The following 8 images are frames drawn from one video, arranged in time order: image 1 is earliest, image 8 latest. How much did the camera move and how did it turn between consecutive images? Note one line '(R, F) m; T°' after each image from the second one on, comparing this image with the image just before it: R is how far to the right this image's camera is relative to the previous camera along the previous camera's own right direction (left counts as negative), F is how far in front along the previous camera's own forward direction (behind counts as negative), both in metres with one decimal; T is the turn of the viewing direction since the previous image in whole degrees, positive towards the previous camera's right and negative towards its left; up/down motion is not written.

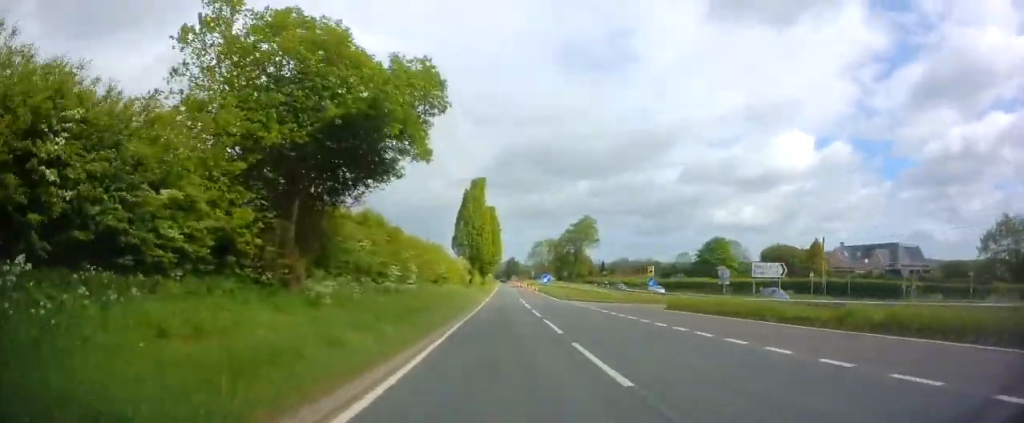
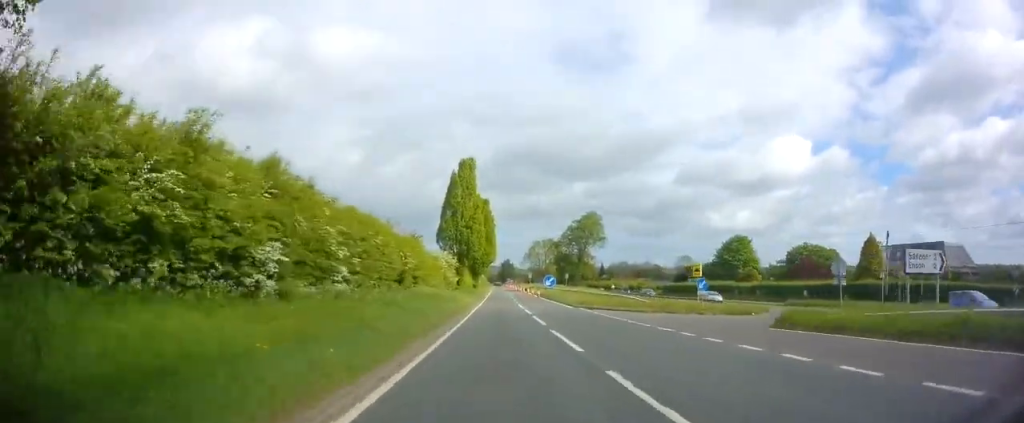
(0.0, +13.2) m; +1°
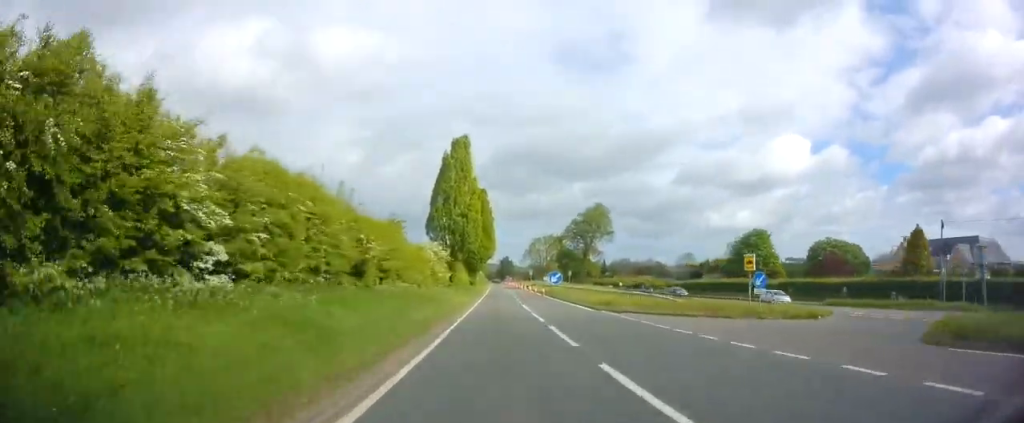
(0.0, +8.3) m; 0°
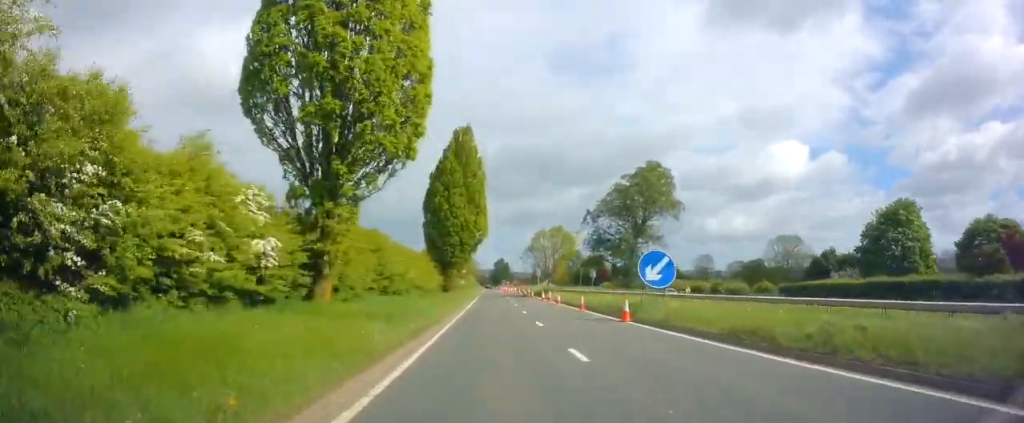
(0.0, +39.8) m; 0°
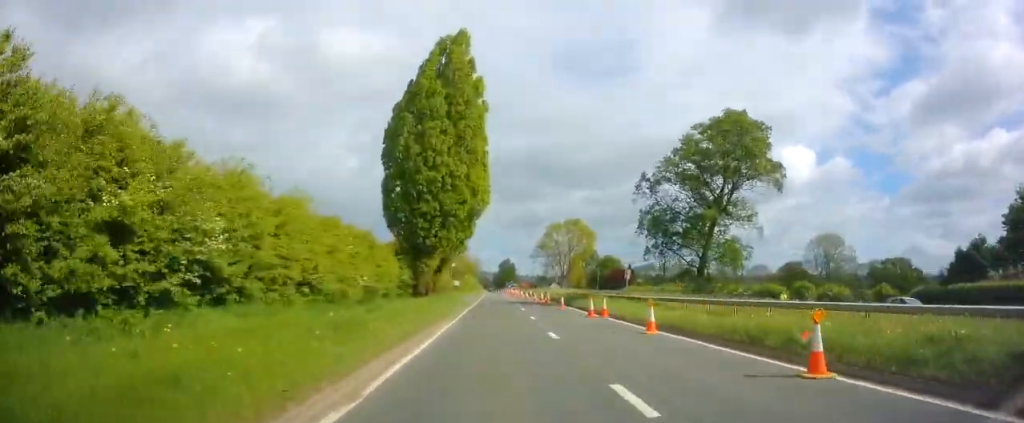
(+0.3, +21.9) m; +1°
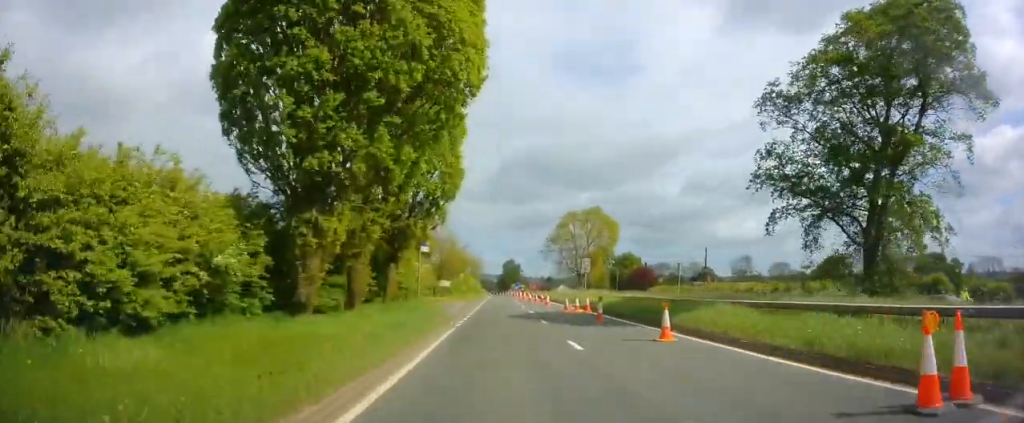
(-0.1, +20.1) m; -1°
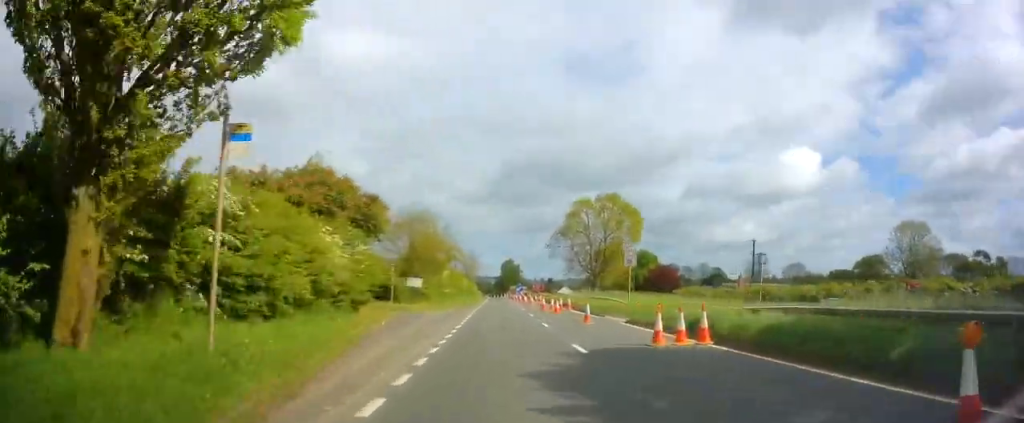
(-0.2, +17.8) m; 0°
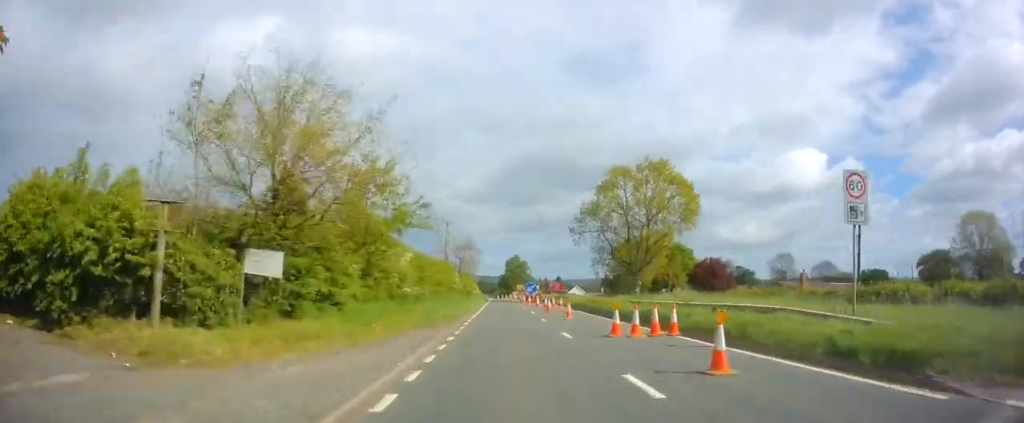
(+0.3, +22.4) m; 0°
